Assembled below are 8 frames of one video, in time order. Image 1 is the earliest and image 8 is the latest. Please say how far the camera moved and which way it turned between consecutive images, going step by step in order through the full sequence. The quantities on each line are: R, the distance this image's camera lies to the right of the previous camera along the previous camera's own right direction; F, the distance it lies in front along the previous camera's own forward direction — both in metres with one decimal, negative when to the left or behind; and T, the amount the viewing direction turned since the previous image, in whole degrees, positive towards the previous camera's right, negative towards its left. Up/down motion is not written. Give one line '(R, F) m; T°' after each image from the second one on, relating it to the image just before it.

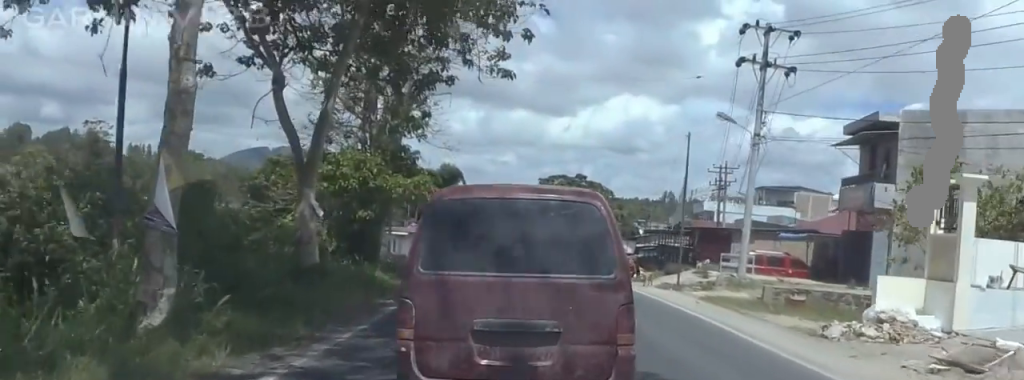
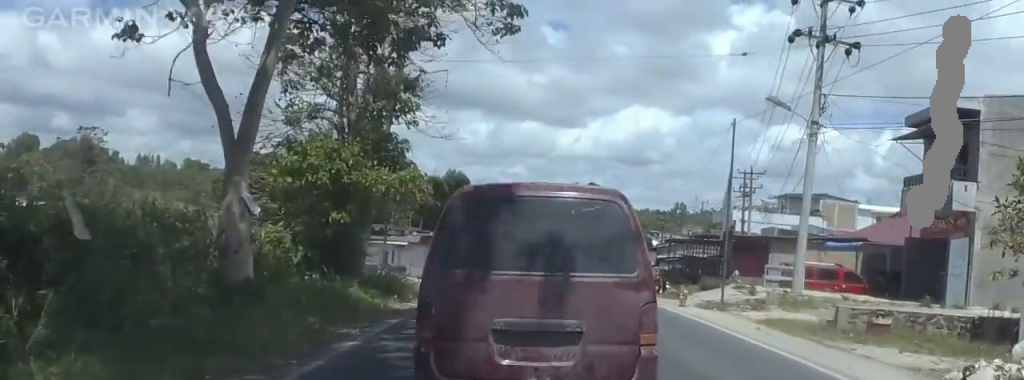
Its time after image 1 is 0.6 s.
(+0.2, +4.7) m; +4°
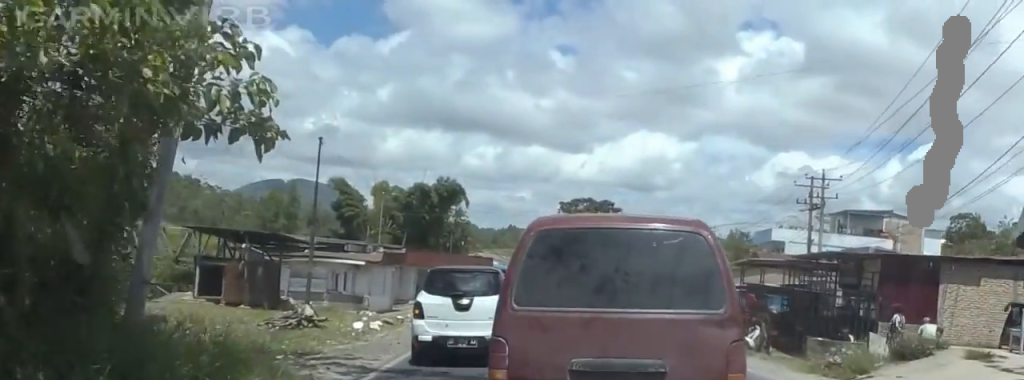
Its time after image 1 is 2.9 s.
(-1.1, +16.3) m; -7°
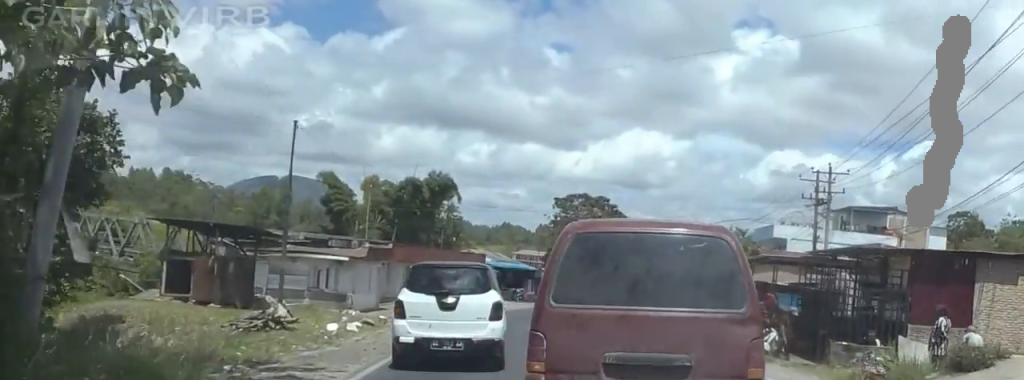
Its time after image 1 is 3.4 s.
(+0.4, +2.8) m; +5°
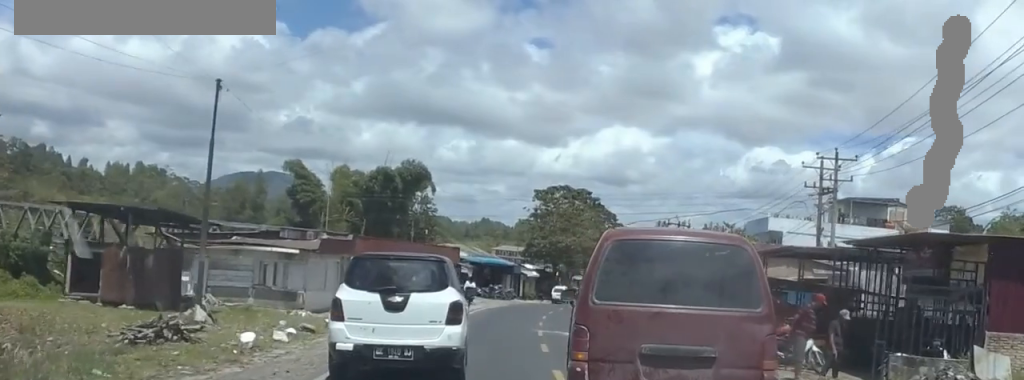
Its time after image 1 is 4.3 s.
(+0.6, +5.9) m; +7°
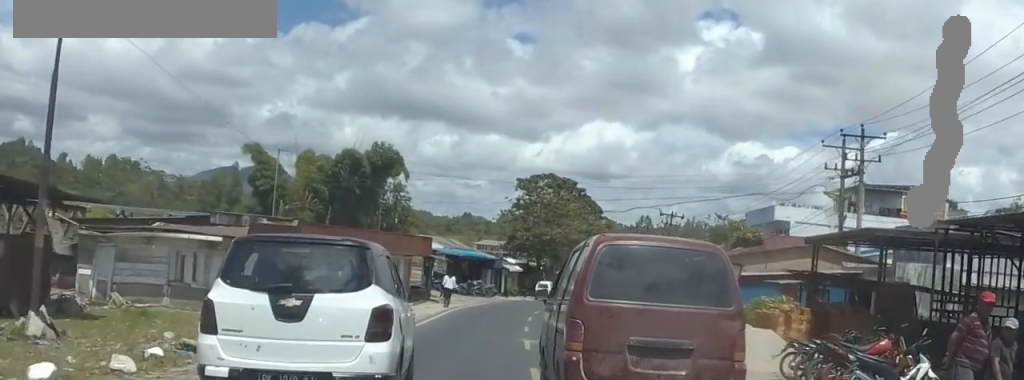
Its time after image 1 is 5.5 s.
(+0.2, +7.9) m; -5°
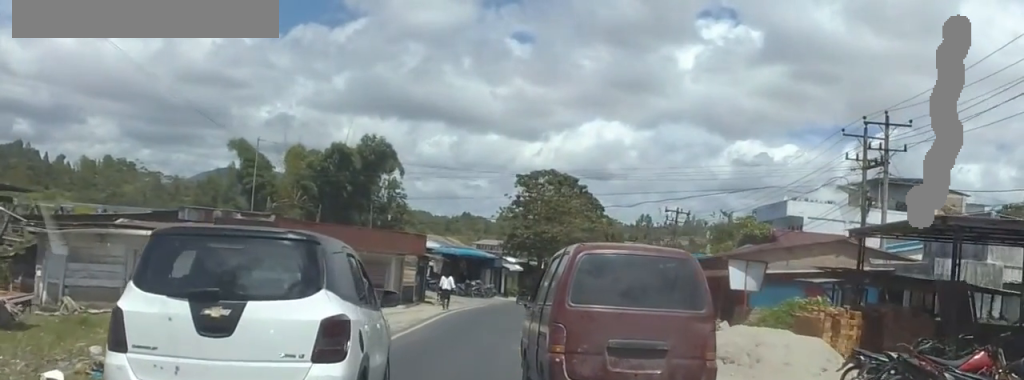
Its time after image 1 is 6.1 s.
(0.0, +3.6) m; -6°
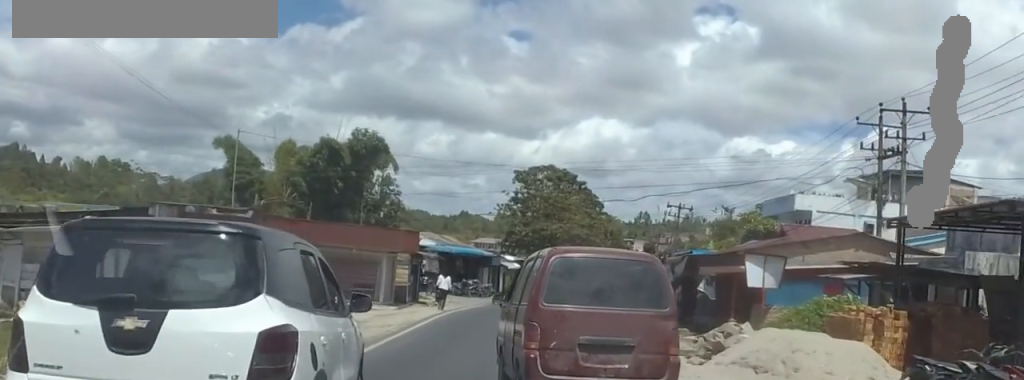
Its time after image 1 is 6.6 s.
(-0.6, +2.8) m; -2°
